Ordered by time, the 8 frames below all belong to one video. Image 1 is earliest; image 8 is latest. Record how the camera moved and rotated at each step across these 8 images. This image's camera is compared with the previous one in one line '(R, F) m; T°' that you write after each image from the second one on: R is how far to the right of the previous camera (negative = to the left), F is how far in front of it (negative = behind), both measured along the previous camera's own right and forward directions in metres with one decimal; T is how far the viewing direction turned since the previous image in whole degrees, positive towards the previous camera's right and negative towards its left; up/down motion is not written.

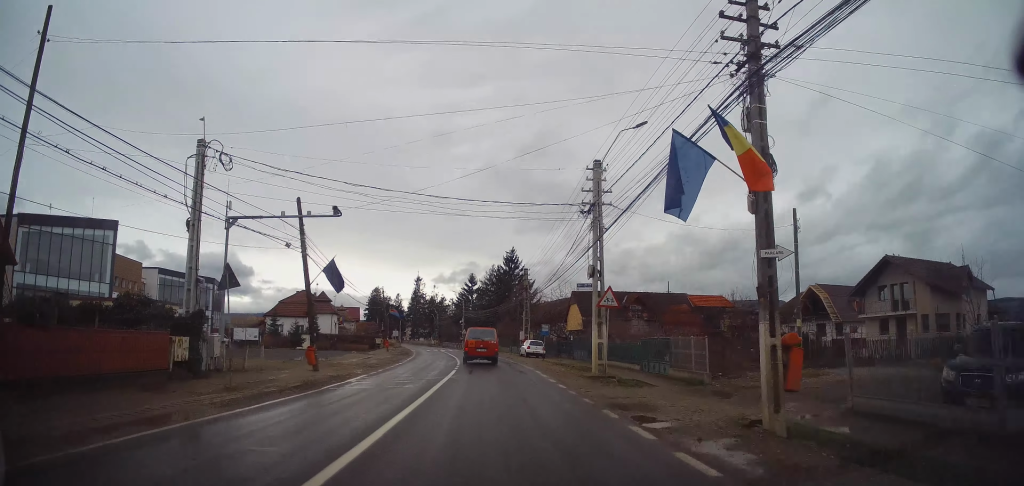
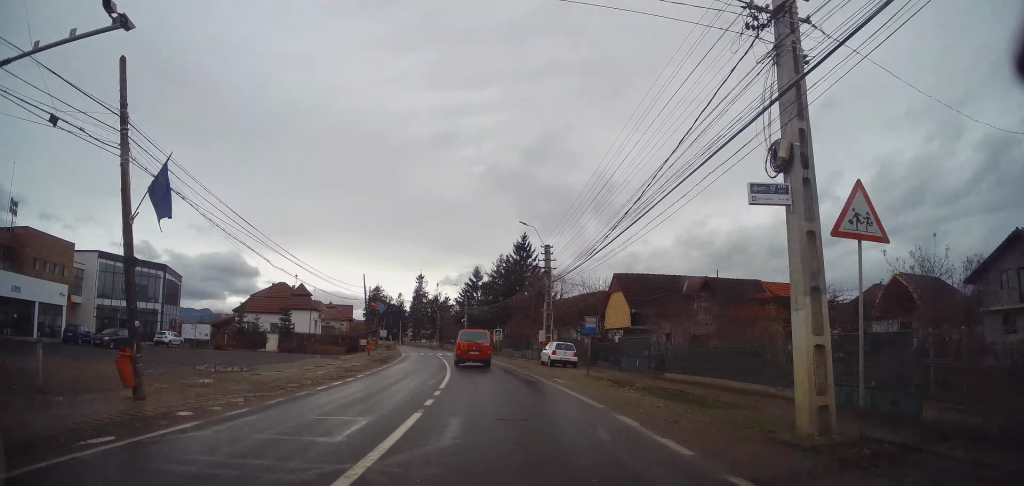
(+0.1, +13.2) m; -1°
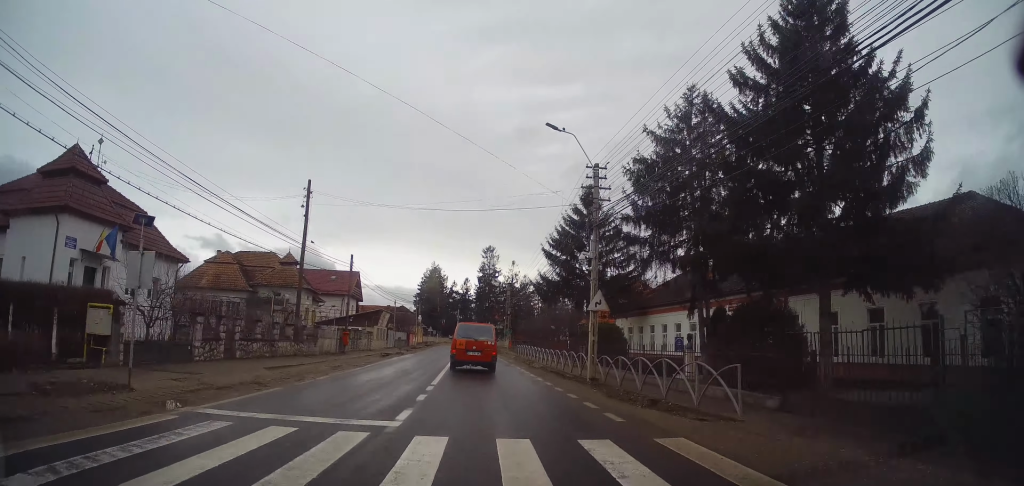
(-4.0, +53.6) m; -7°
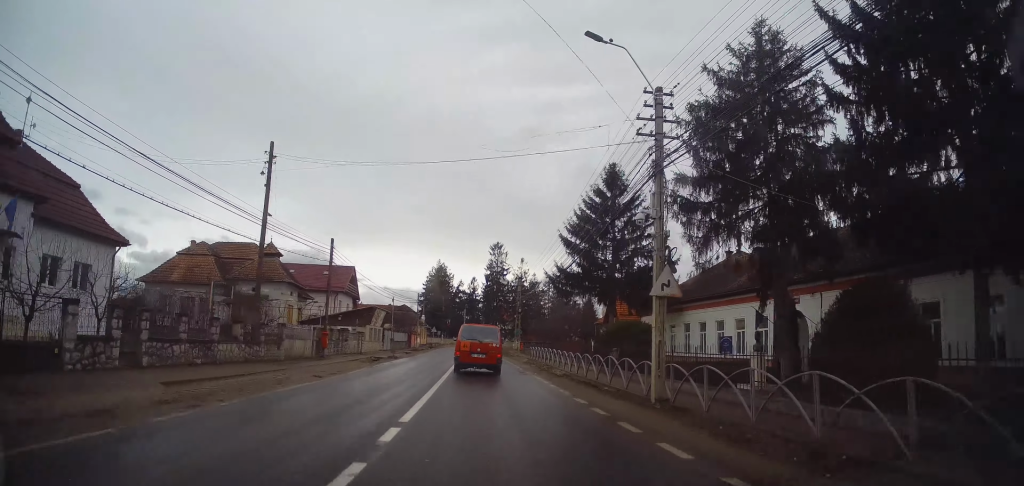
(+0.1, +6.6) m; -1°
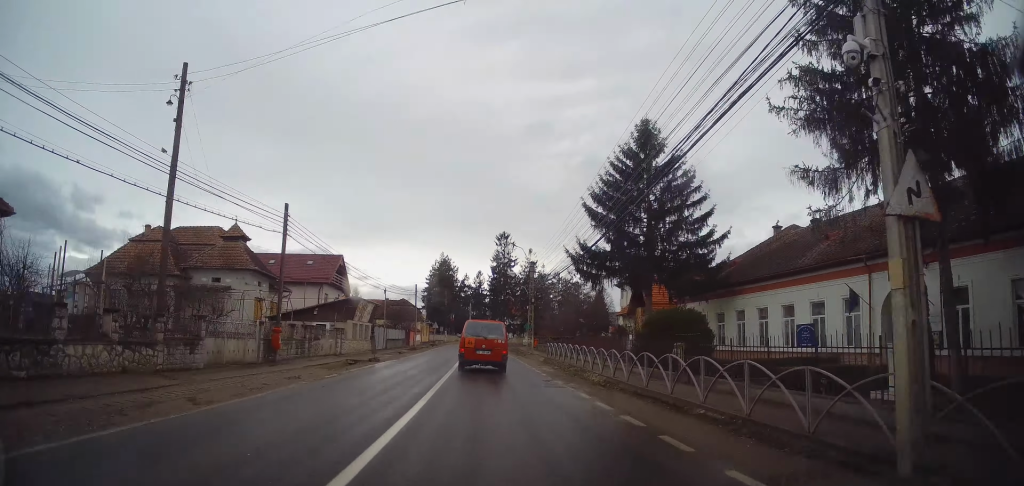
(+0.4, +8.1) m; -1°
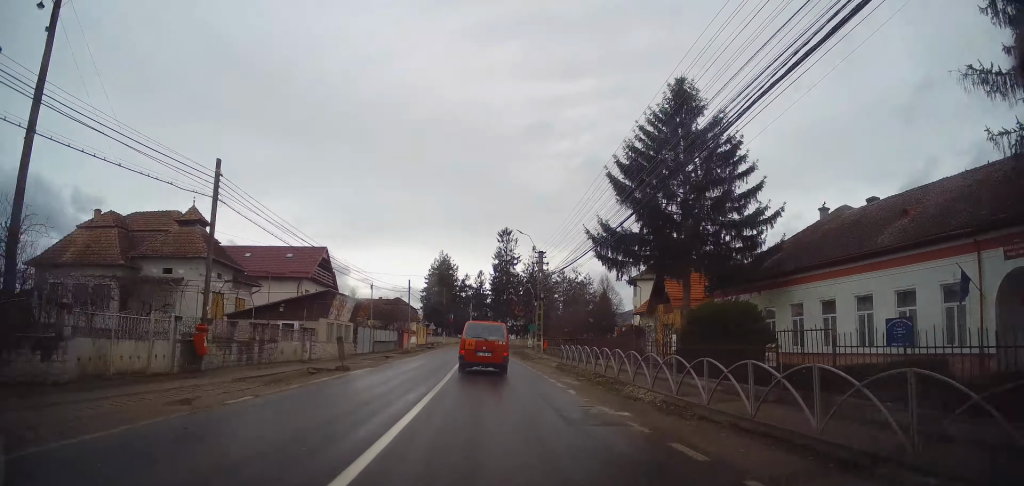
(-0.2, +6.5) m; -1°
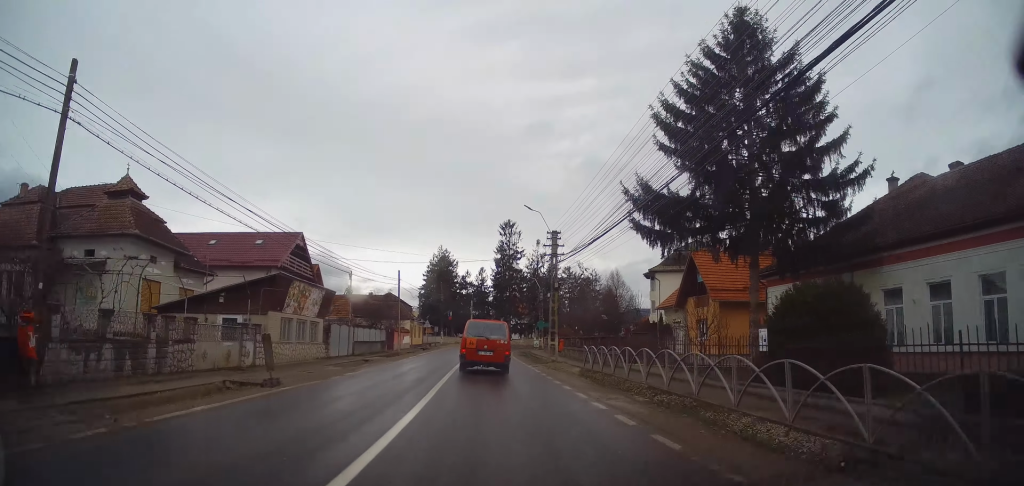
(-0.6, +7.4) m; 0°
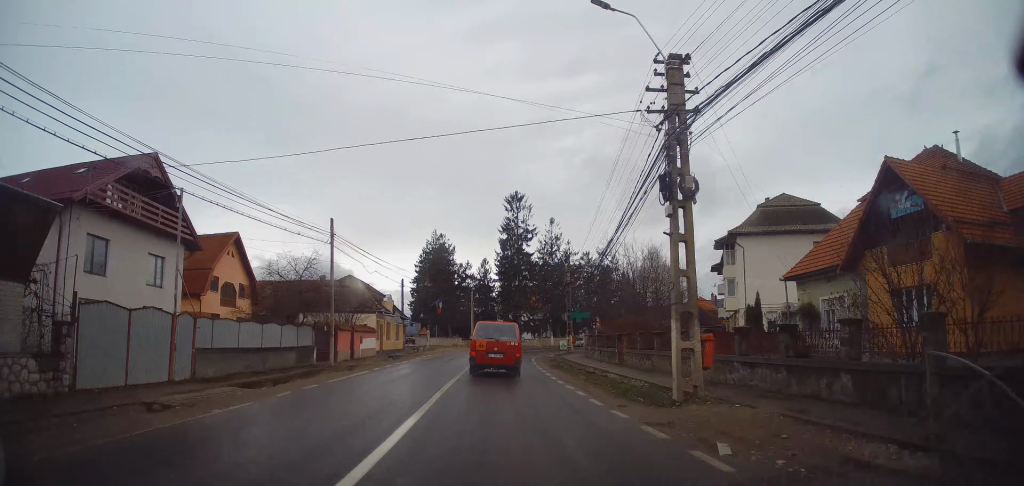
(+0.4, +21.4) m; -1°
